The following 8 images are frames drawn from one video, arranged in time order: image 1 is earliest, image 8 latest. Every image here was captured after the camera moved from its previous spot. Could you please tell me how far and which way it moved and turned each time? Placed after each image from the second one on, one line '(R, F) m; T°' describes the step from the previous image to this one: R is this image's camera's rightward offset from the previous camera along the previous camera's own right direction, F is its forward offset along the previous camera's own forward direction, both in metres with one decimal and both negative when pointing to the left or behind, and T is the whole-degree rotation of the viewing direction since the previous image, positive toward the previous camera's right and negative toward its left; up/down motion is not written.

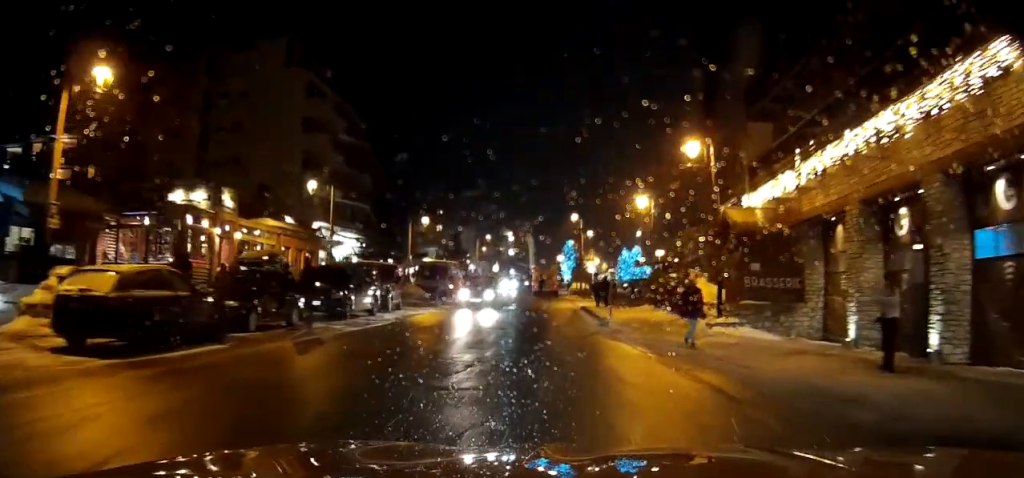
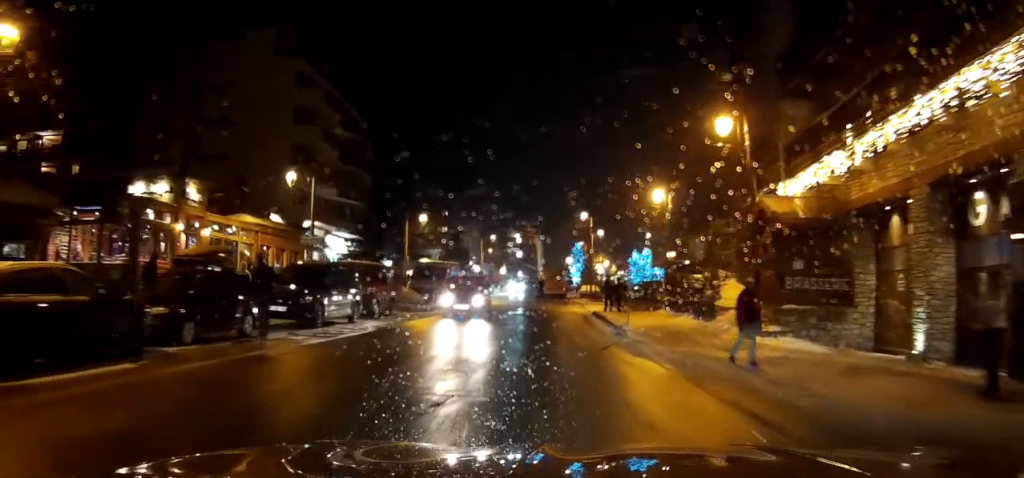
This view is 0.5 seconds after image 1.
(0.0, +3.4) m; 0°
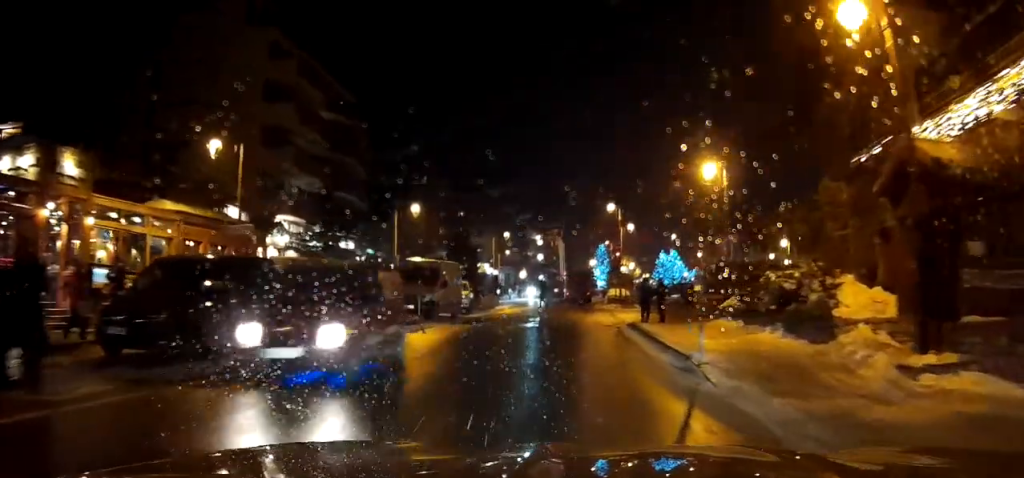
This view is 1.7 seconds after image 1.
(0.0, +7.8) m; 0°
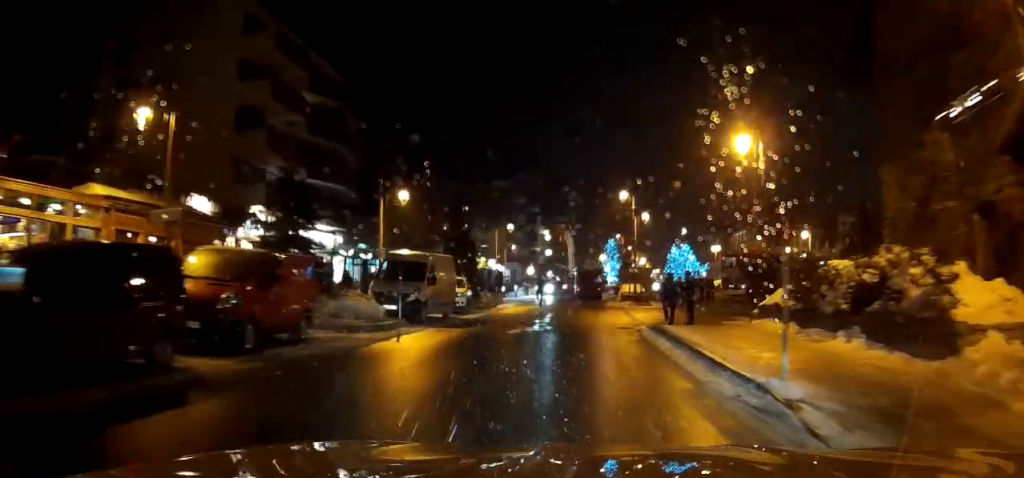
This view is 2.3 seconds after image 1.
(0.0, +4.2) m; 0°
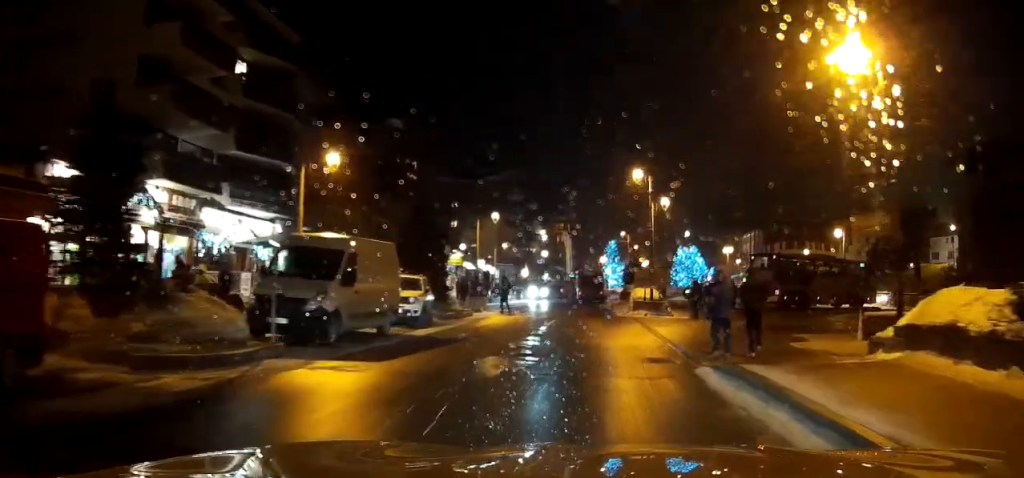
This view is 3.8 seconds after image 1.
(0.0, +9.8) m; 0°
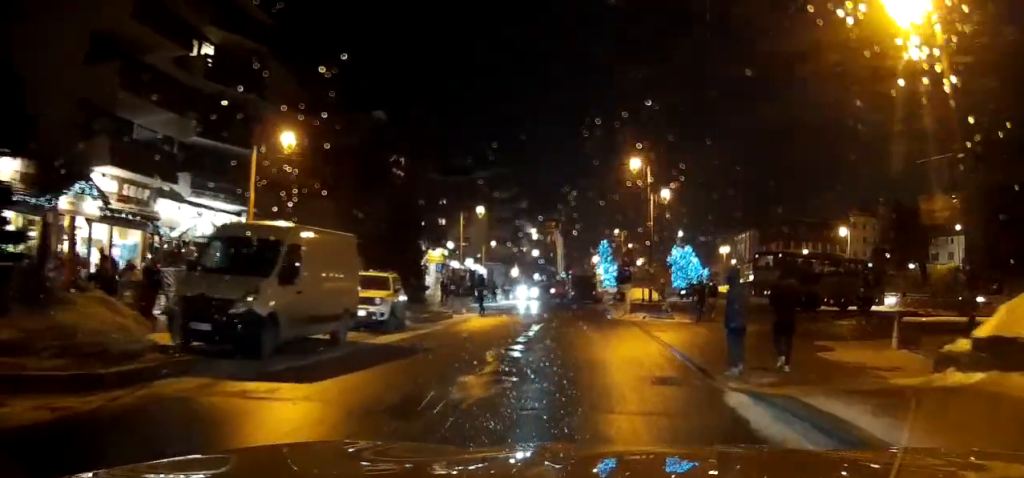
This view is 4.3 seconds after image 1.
(0.0, +3.4) m; 0°
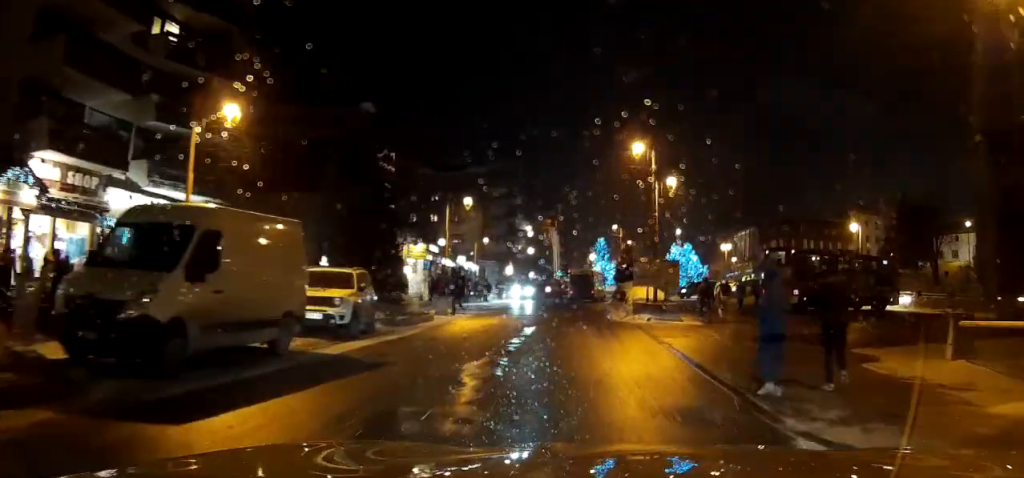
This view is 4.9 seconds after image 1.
(0.0, +3.8) m; 0°
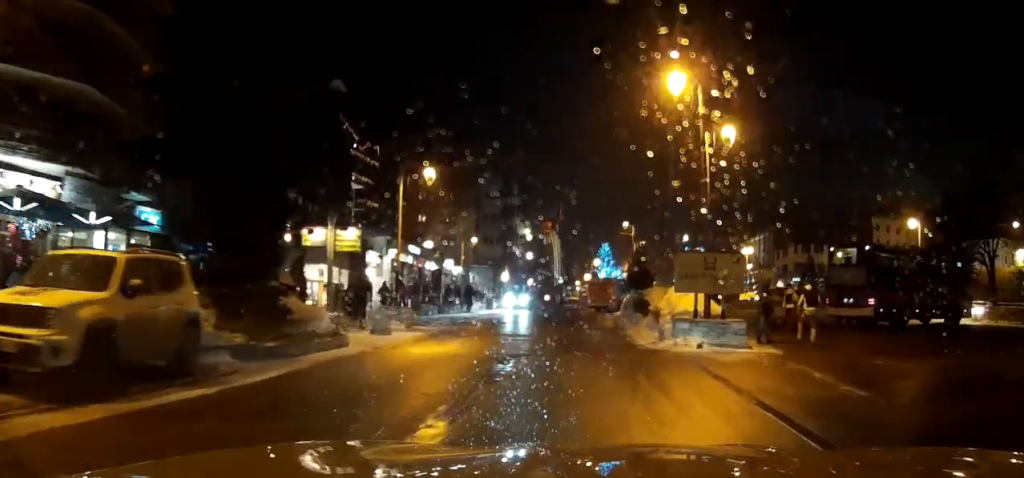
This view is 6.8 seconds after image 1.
(0.0, +11.7) m; 0°
